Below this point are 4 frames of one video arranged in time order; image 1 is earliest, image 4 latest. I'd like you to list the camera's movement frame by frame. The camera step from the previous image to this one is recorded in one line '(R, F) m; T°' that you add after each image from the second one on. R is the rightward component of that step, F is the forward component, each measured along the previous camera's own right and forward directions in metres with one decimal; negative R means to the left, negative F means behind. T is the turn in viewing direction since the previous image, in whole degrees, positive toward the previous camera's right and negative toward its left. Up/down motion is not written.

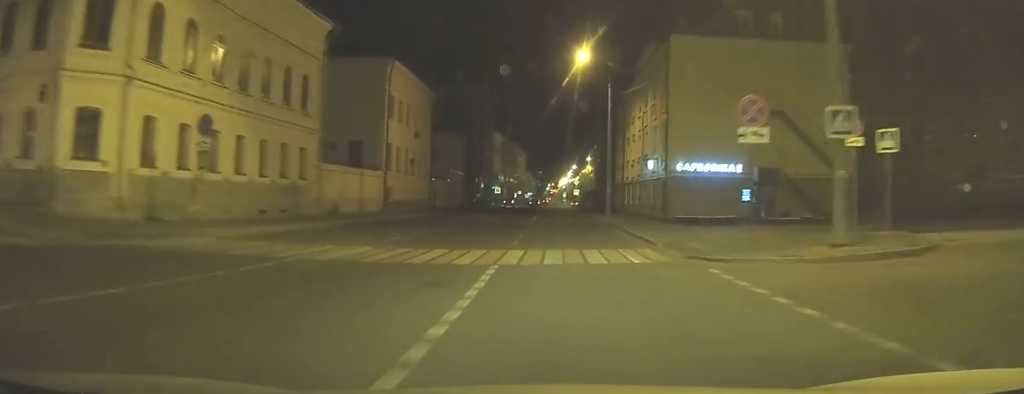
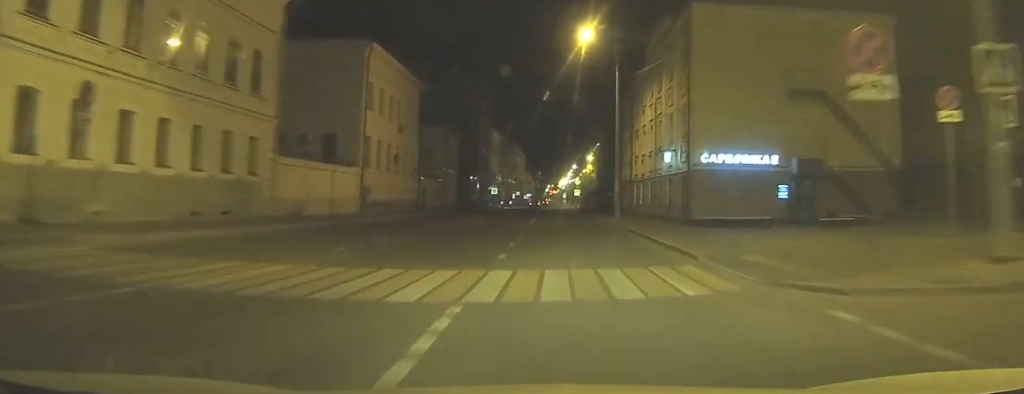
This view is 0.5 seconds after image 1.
(0.0, +5.3) m; 0°
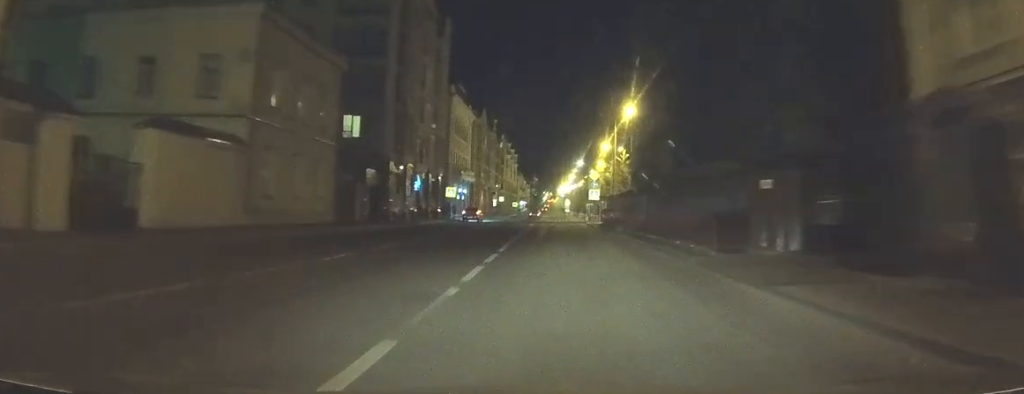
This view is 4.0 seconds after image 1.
(+0.4, +44.1) m; +1°
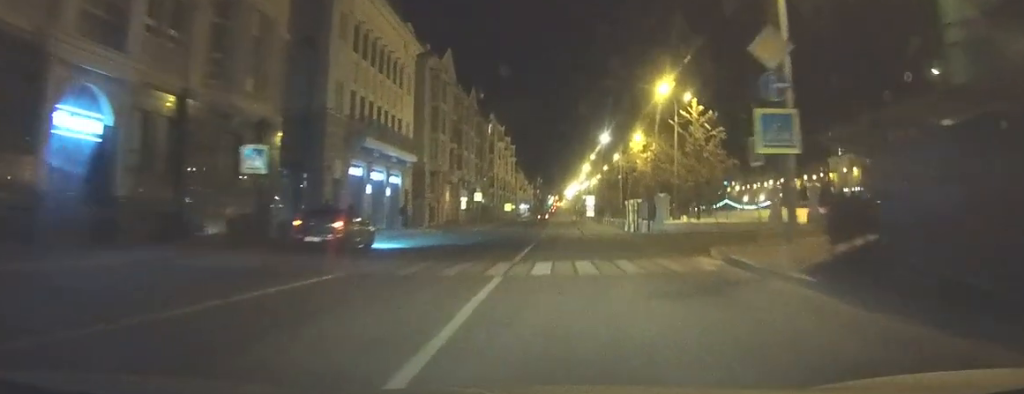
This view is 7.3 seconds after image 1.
(+0.4, +45.4) m; -1°
